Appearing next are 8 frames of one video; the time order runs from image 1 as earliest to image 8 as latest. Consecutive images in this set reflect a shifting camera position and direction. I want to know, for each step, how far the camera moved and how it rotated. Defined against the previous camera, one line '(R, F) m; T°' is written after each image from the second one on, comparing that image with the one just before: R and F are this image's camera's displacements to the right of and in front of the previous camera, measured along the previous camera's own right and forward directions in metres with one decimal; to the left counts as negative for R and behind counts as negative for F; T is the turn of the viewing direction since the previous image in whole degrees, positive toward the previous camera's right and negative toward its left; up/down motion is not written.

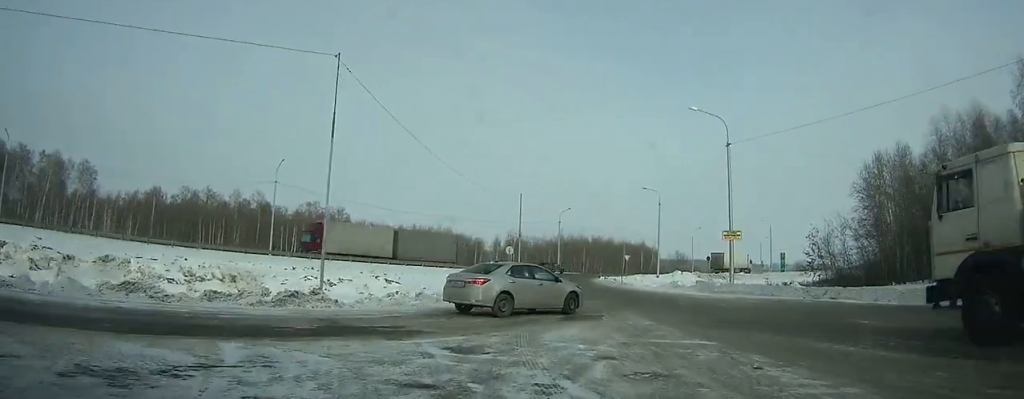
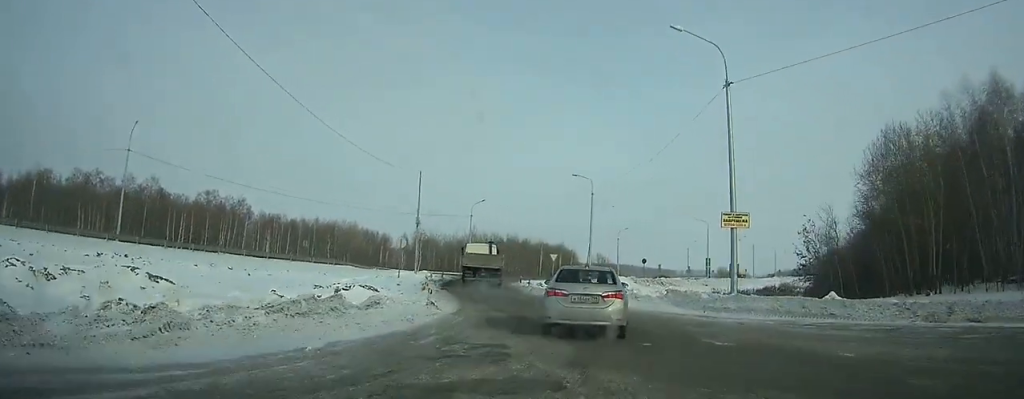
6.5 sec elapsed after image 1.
(+1.0, +15.9) m; +6°
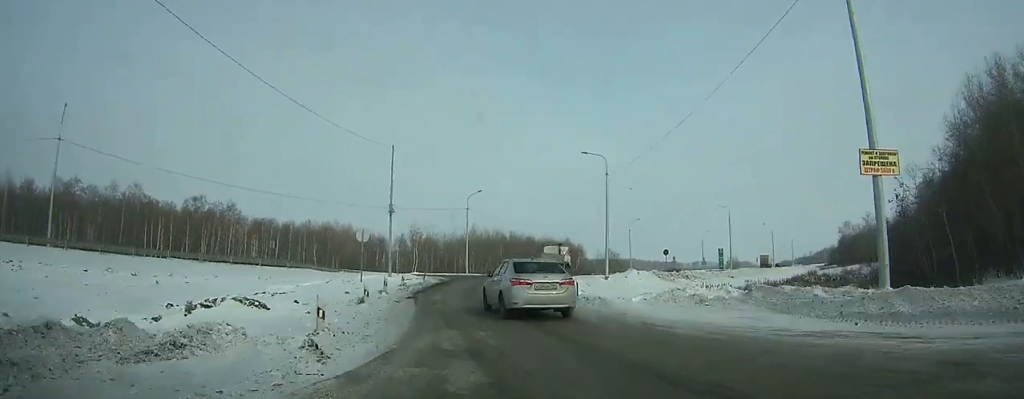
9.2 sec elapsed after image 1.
(-0.1, +10.8) m; -1°
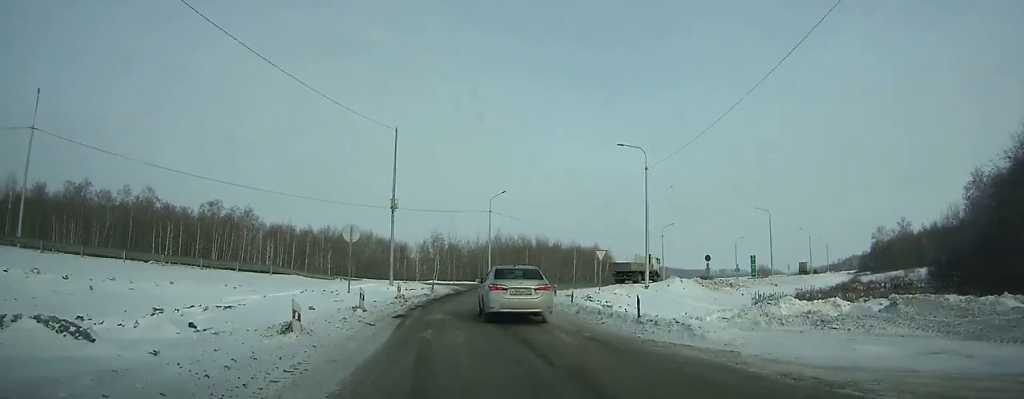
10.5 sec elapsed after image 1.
(0.0, +6.5) m; +1°
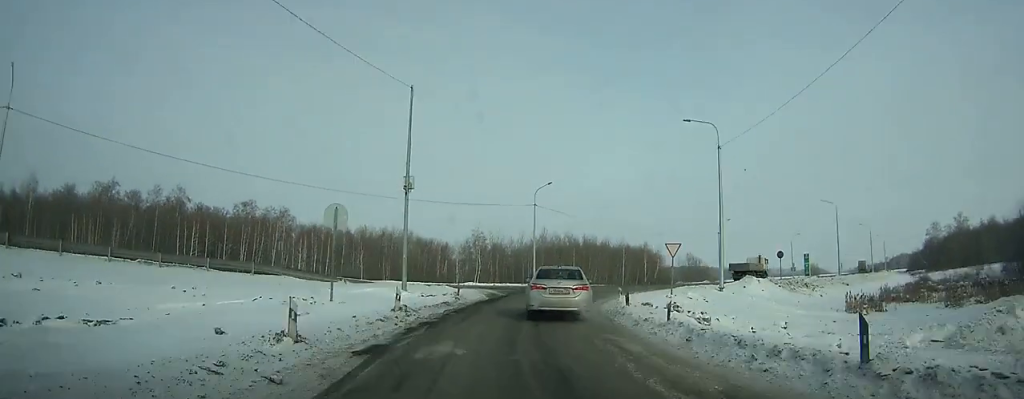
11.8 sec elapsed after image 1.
(-0.2, +7.0) m; +1°
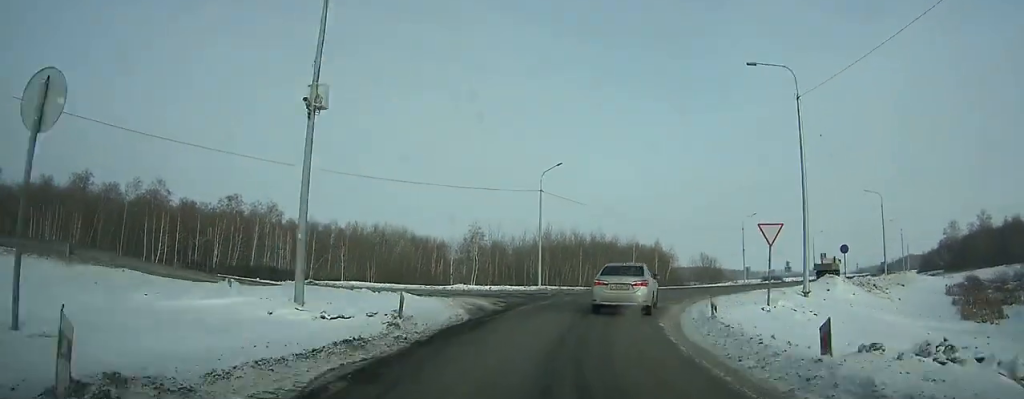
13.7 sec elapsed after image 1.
(+0.3, +12.1) m; +7°
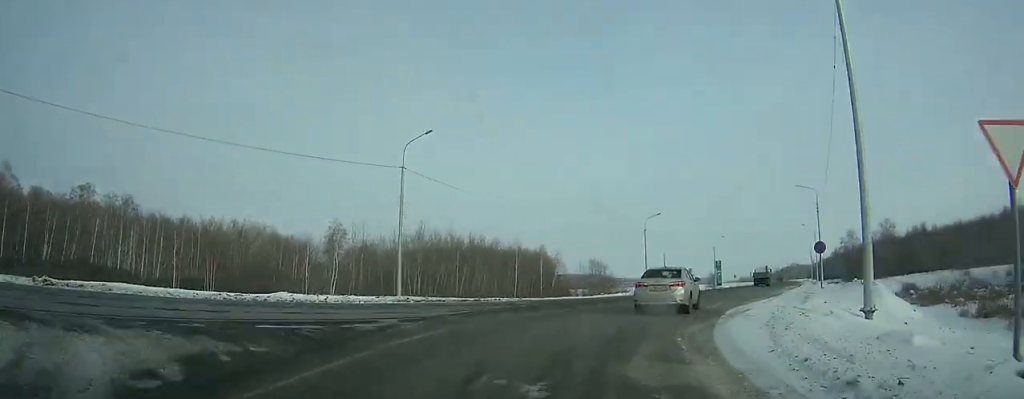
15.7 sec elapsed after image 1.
(-0.3, +14.2) m; +10°
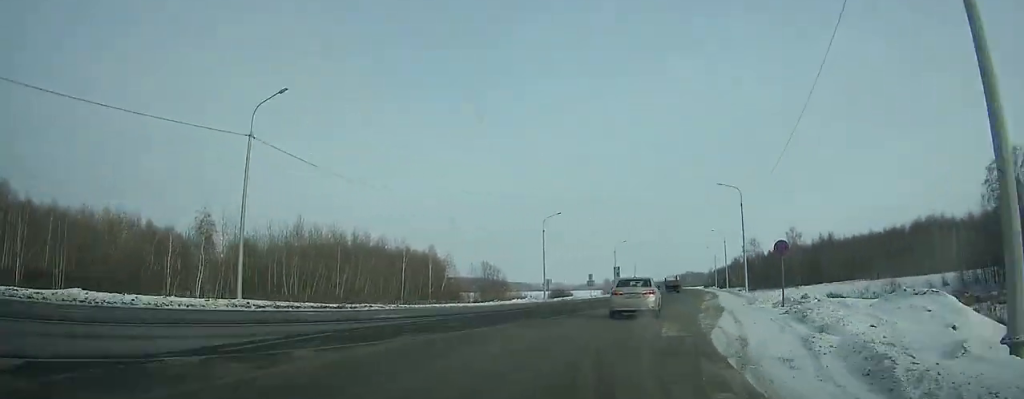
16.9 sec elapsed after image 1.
(+1.7, +10.7) m; +7°
